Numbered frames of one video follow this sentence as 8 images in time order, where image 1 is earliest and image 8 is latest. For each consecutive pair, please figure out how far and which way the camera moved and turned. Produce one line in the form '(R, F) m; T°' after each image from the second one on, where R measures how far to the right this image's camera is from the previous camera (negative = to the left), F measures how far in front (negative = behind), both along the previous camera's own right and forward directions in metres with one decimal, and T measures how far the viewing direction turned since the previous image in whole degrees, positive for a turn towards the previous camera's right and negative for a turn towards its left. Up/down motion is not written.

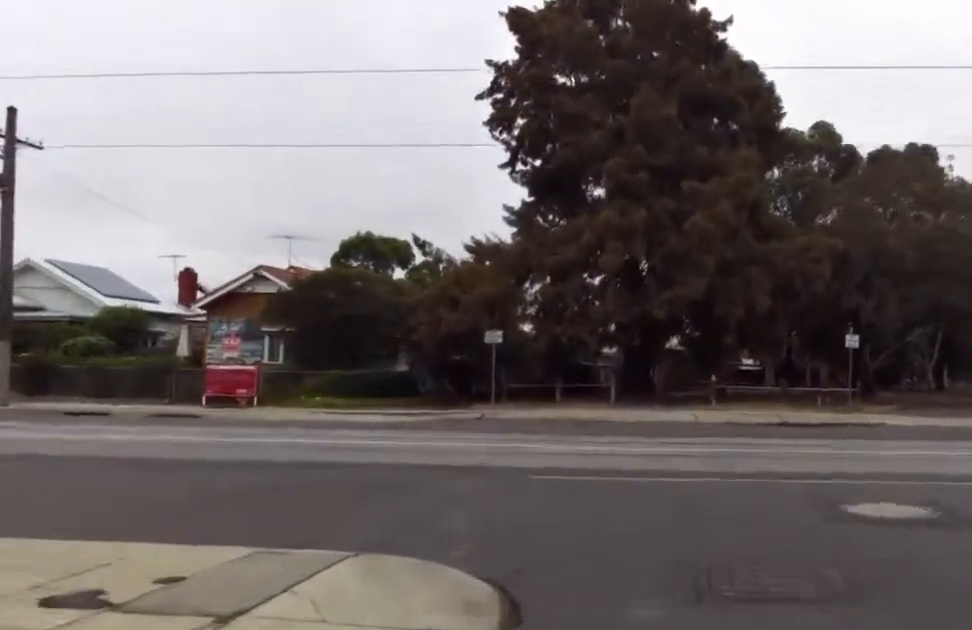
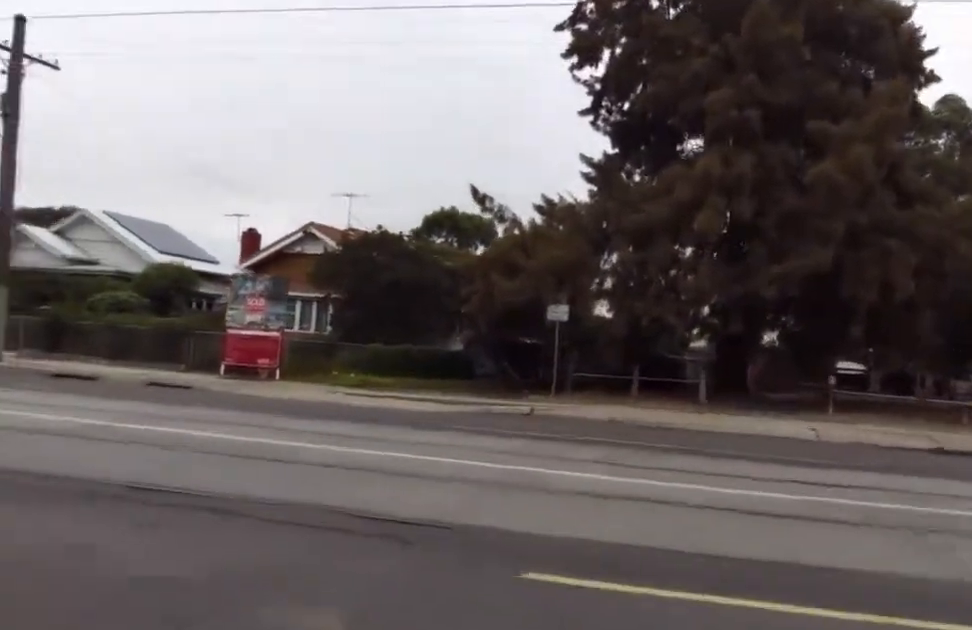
(-0.8, +6.2) m; -7°
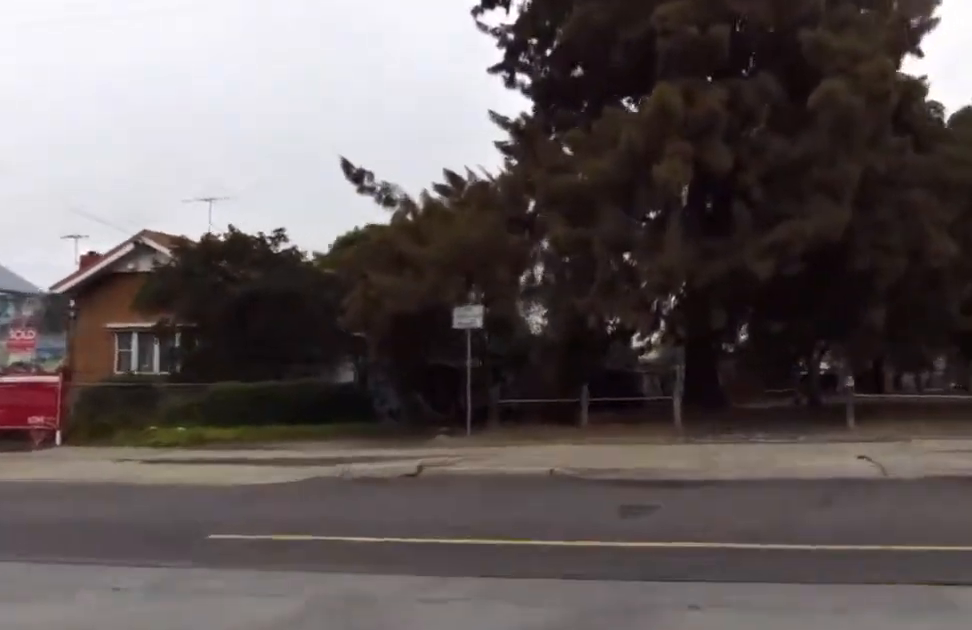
(0.0, +5.6) m; 0°
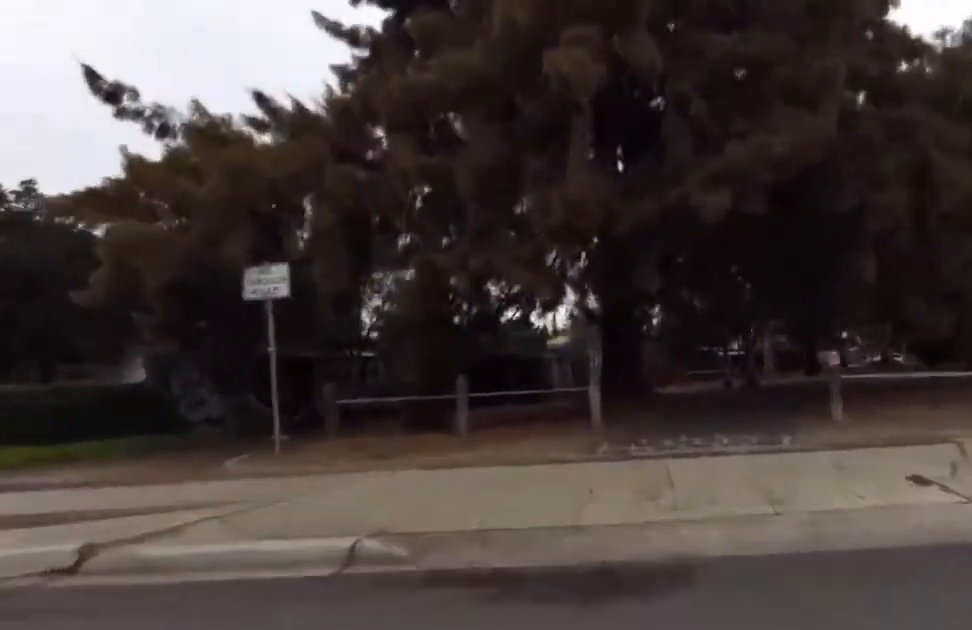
(0.0, +3.8) m; +3°
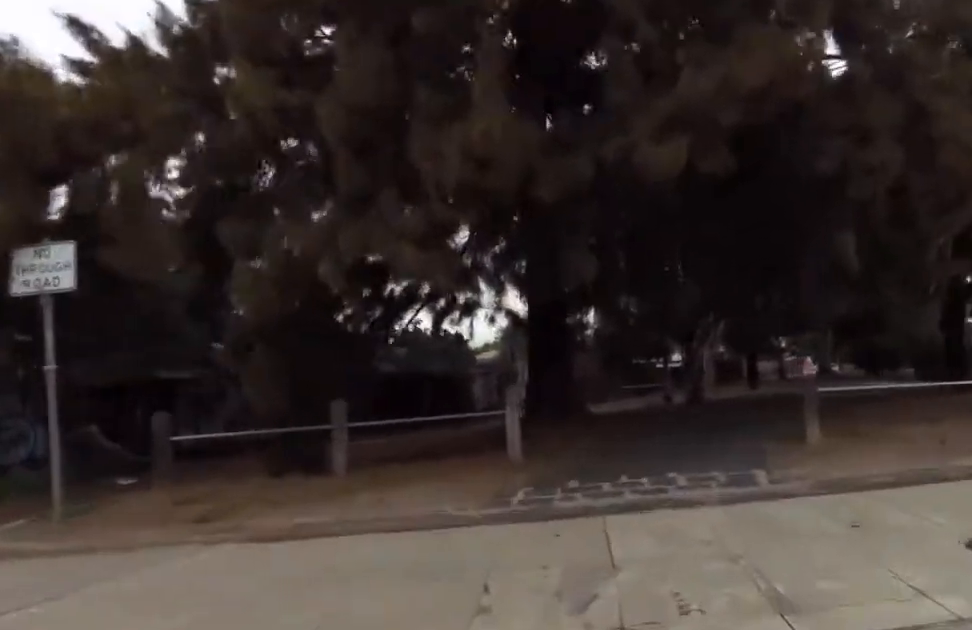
(0.0, +1.6) m; +8°
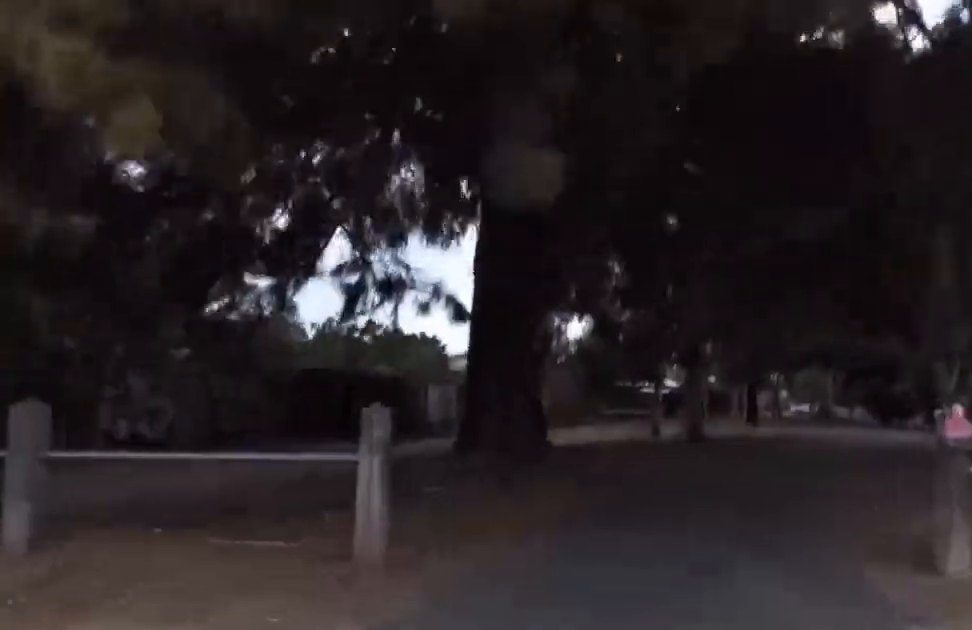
(+0.3, +3.2) m; +15°
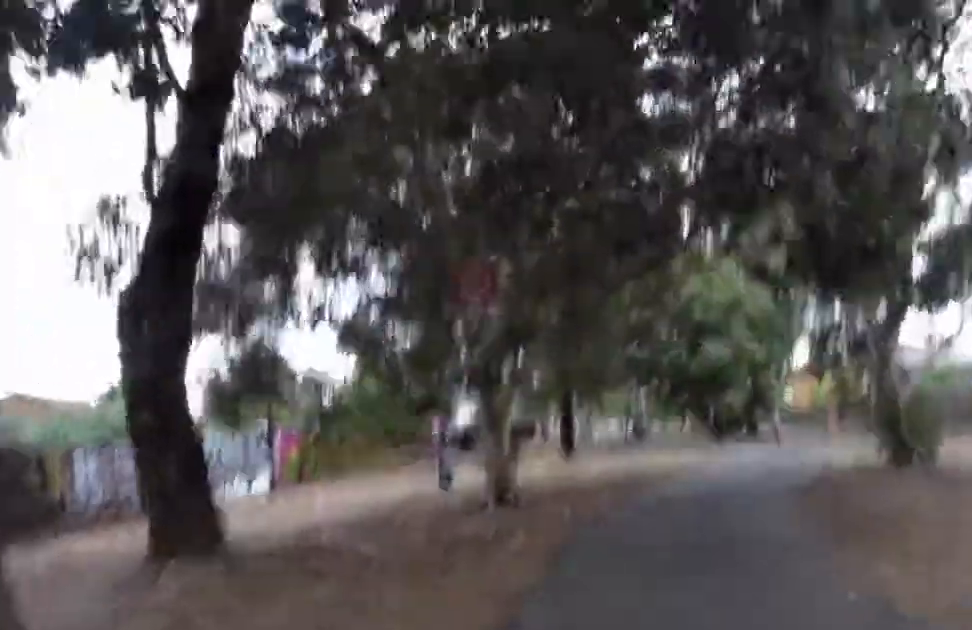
(+1.0, +5.3) m; +5°
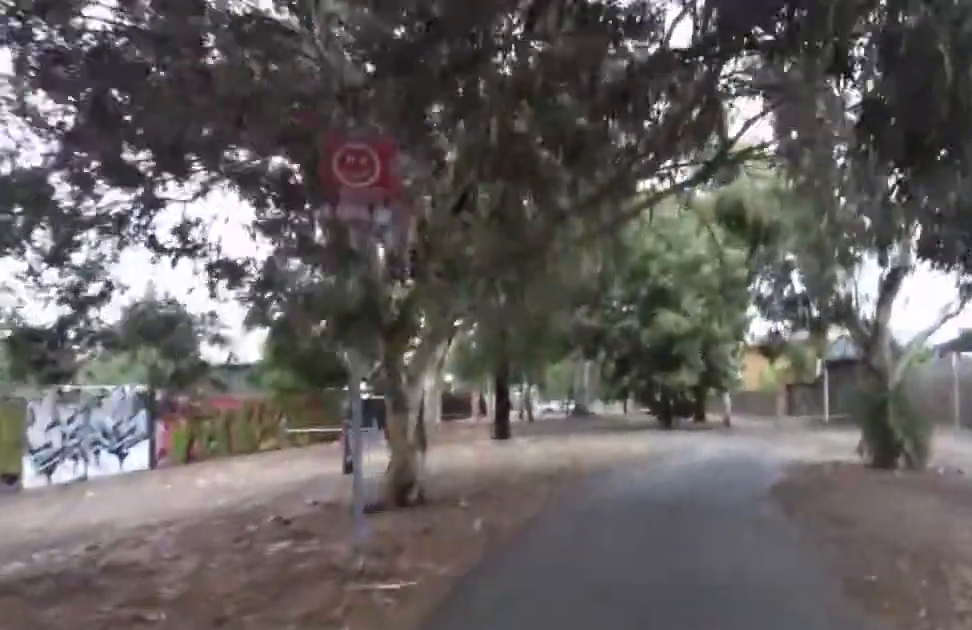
(0.0, +2.3) m; -3°
